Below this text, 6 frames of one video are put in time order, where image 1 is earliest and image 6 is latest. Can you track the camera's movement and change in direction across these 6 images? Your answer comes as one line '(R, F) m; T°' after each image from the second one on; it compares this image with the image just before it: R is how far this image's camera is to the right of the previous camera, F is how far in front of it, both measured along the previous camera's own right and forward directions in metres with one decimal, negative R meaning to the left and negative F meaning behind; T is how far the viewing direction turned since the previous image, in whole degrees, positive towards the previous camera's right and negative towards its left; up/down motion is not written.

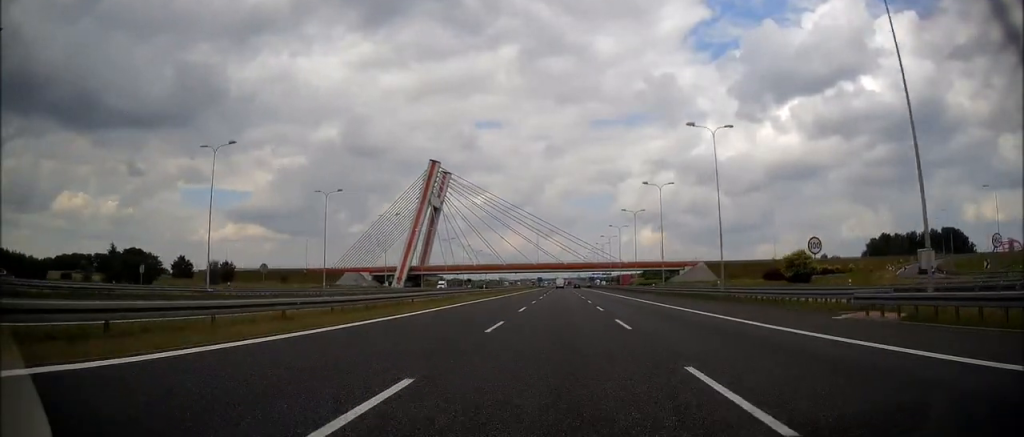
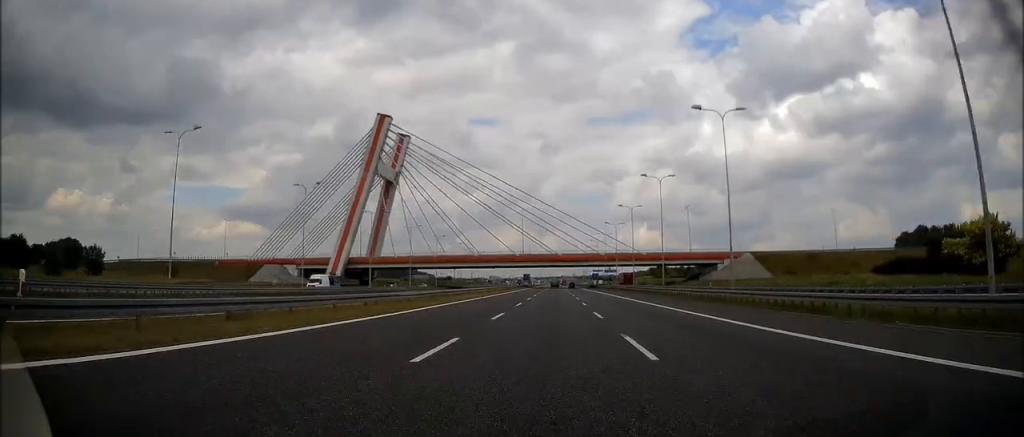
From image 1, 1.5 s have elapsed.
(-0.2, +54.4) m; 0°
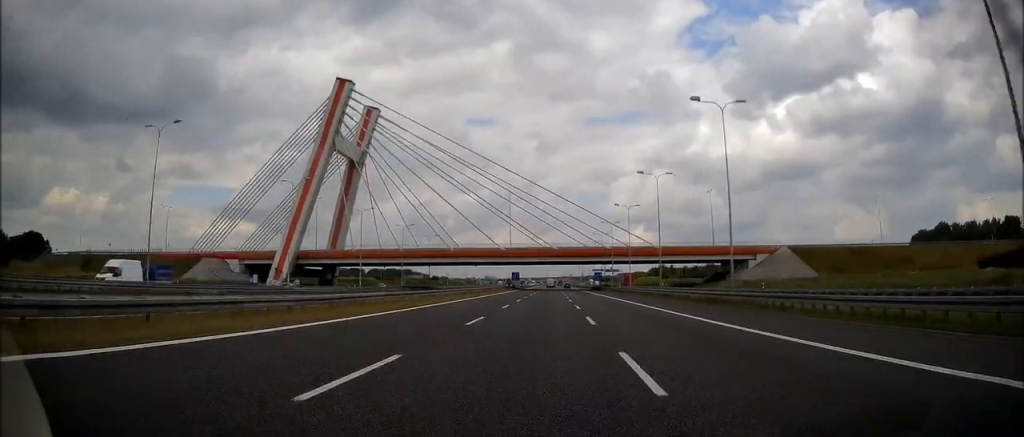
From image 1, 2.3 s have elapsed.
(+0.2, +27.2) m; 0°
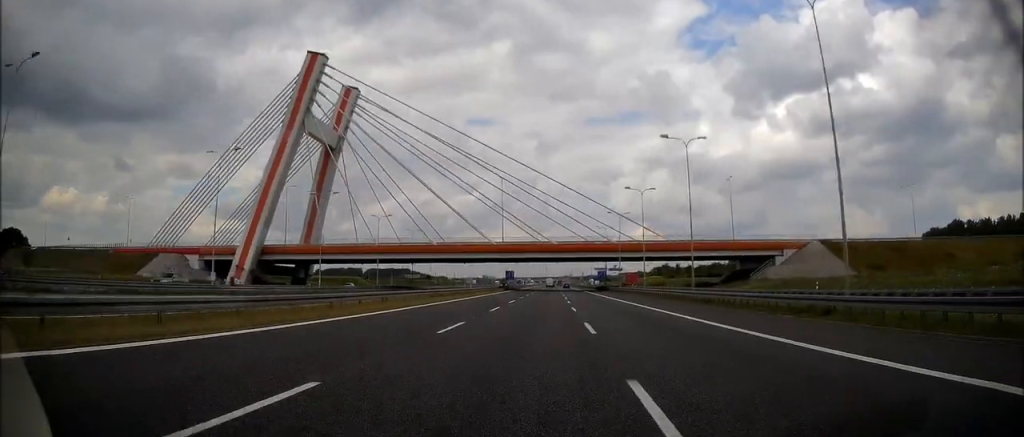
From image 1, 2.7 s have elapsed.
(0.0, +15.3) m; 0°
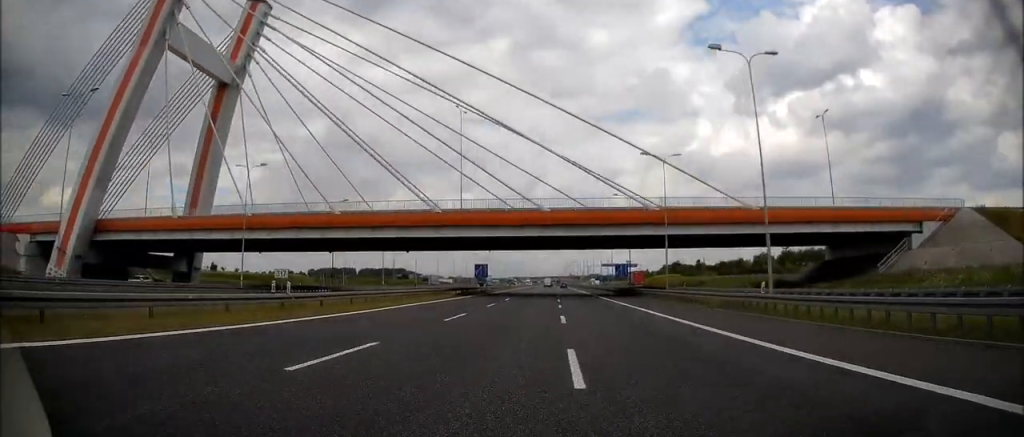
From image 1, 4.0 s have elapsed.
(0.0, +43.5) m; 0°
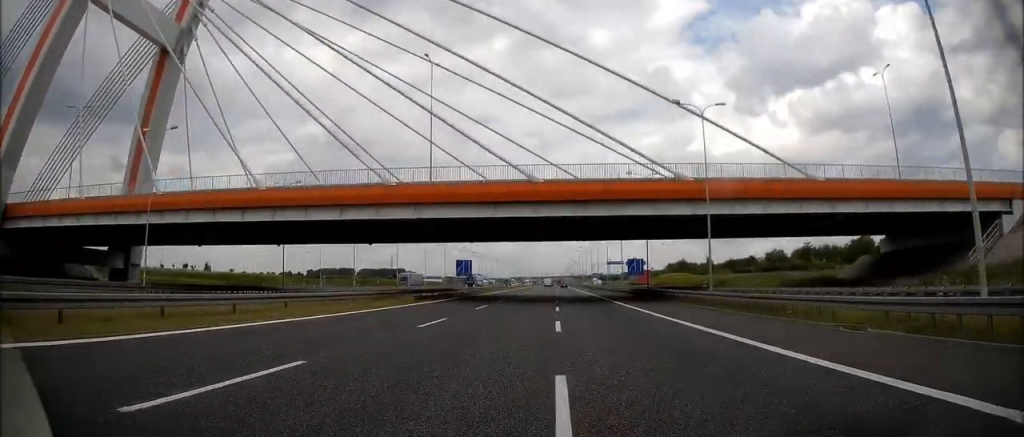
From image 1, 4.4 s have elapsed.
(0.0, +15.3) m; 0°
